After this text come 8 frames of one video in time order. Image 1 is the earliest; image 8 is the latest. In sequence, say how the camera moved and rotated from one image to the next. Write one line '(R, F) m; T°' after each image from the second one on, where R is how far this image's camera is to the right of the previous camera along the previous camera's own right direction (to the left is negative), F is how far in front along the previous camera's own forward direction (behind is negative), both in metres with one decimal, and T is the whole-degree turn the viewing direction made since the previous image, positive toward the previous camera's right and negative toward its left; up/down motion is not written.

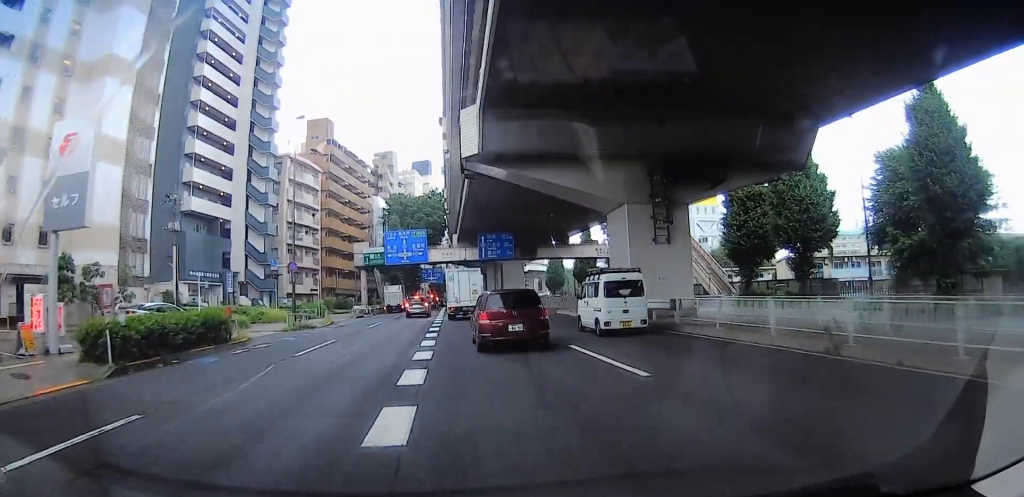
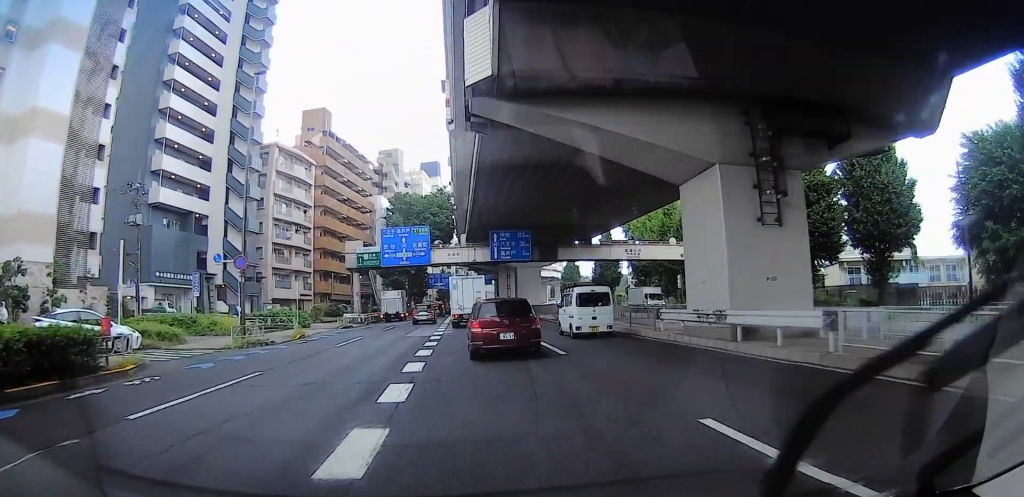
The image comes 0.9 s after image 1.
(+0.3, +10.5) m; +2°
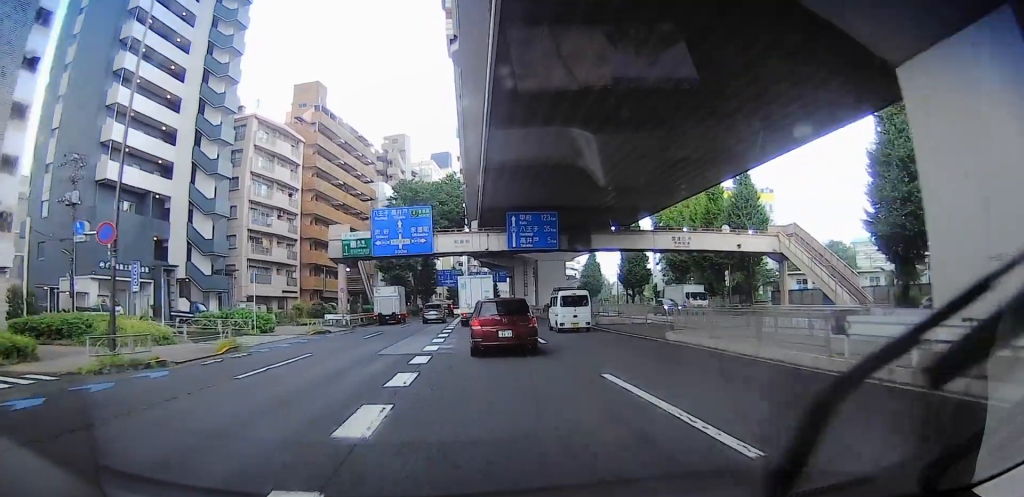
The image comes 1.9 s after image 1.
(+0.1, +12.6) m; 0°
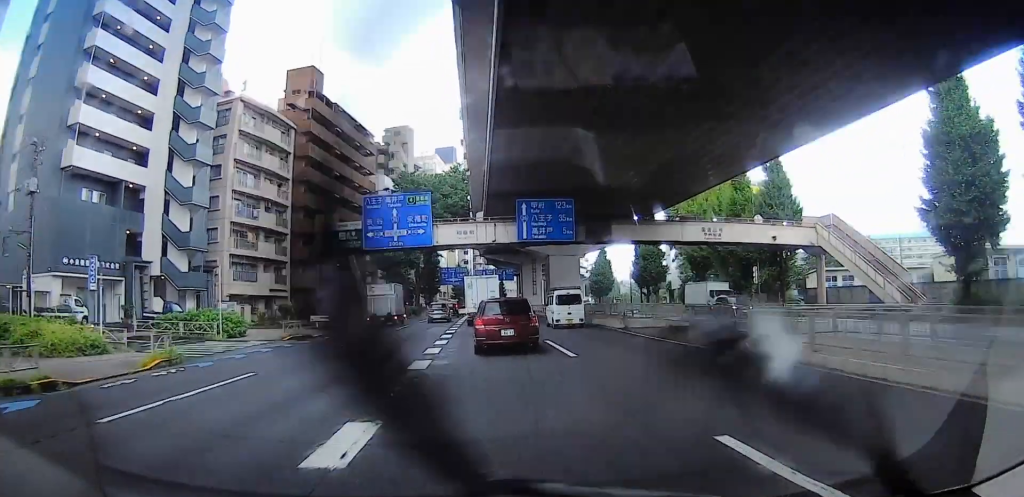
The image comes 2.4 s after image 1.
(0.0, +6.5) m; 0°
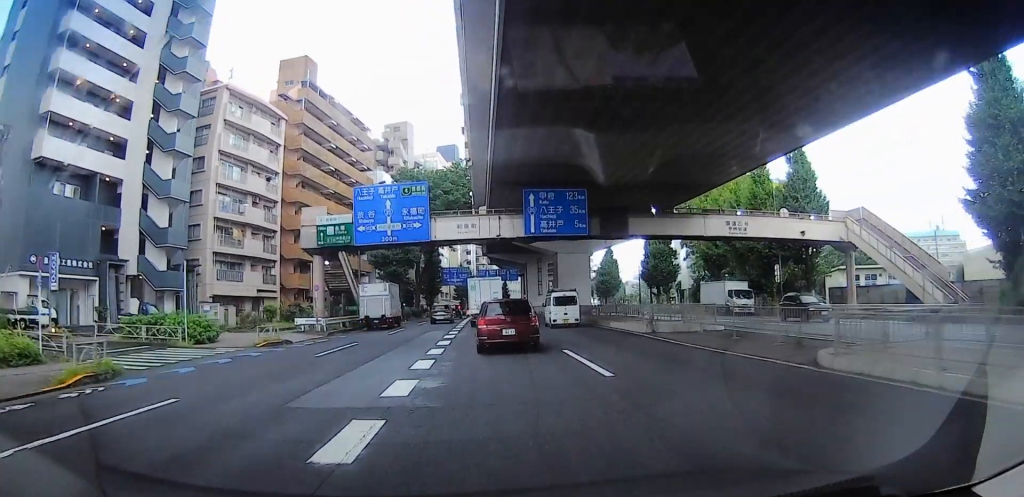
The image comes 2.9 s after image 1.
(0.0, +5.2) m; -1°
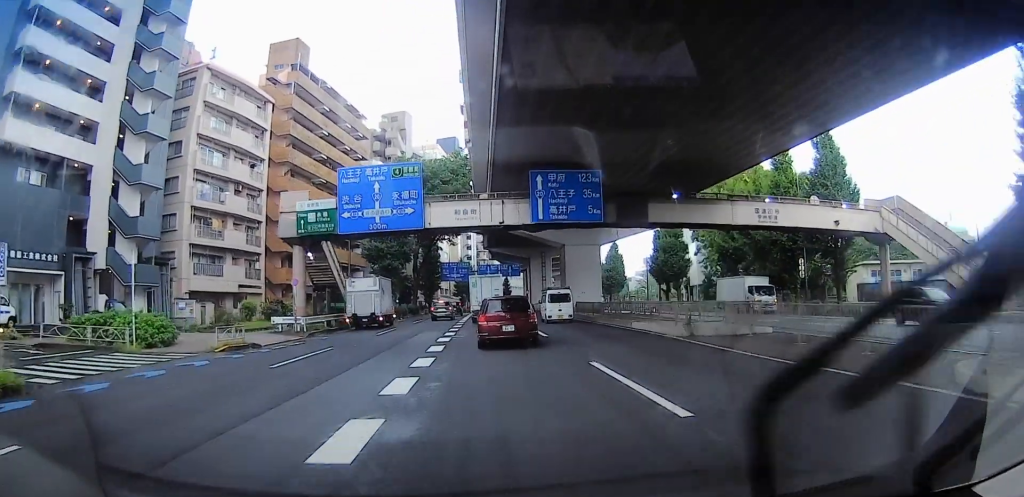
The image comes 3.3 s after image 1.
(+0.1, +5.1) m; -1°
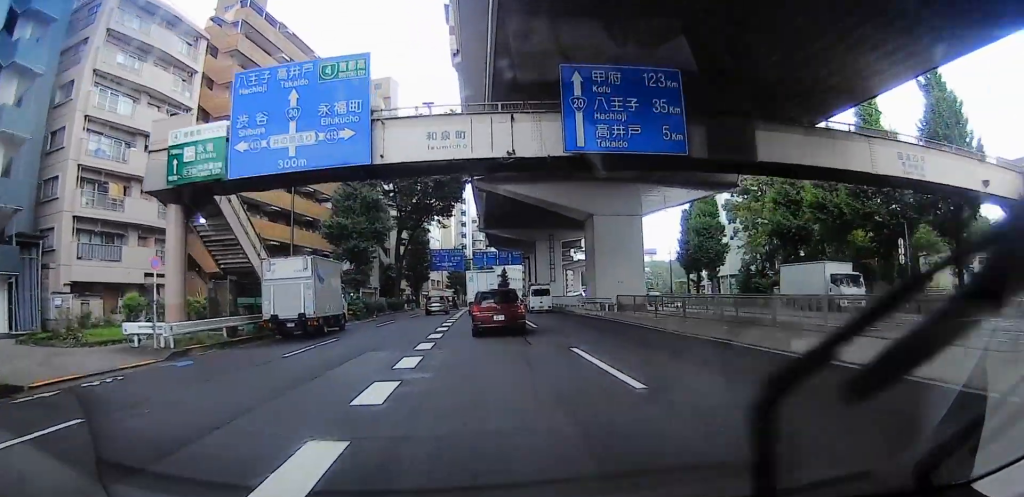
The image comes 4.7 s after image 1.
(-0.4, +15.7) m; -2°
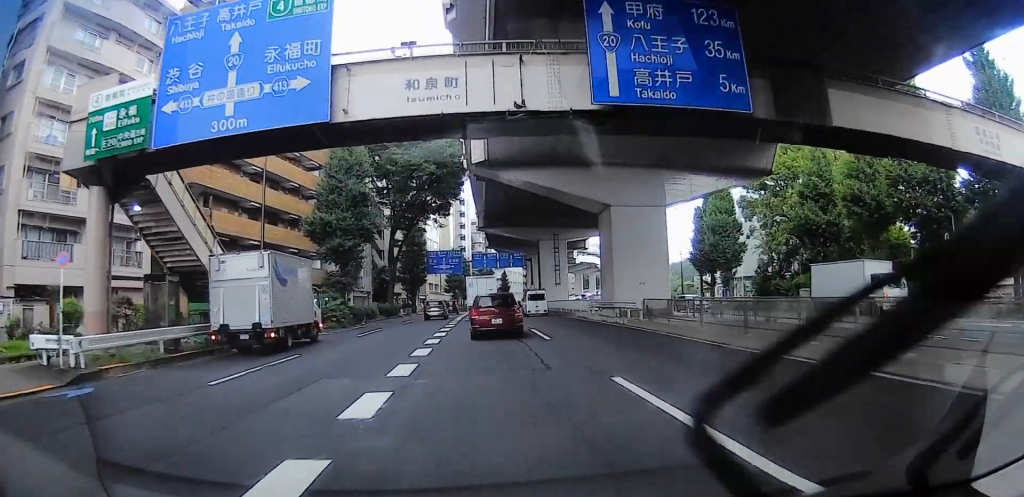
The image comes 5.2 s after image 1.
(0.0, +5.0) m; 0°
